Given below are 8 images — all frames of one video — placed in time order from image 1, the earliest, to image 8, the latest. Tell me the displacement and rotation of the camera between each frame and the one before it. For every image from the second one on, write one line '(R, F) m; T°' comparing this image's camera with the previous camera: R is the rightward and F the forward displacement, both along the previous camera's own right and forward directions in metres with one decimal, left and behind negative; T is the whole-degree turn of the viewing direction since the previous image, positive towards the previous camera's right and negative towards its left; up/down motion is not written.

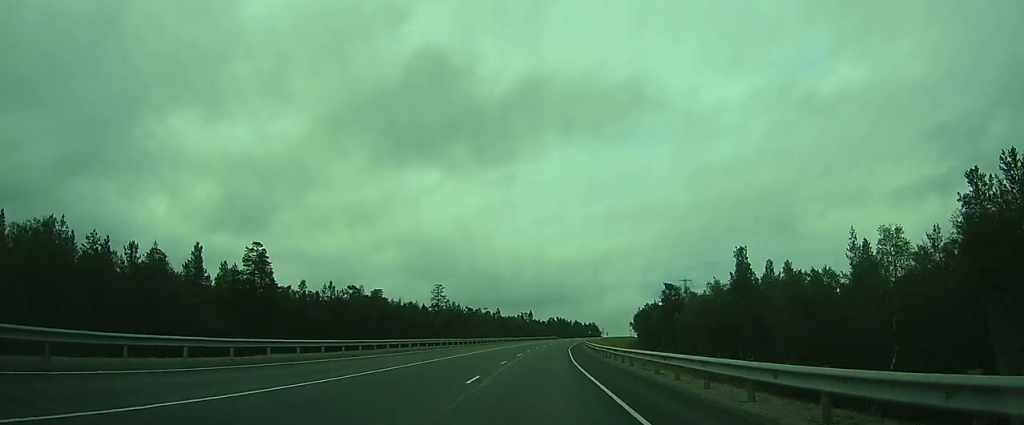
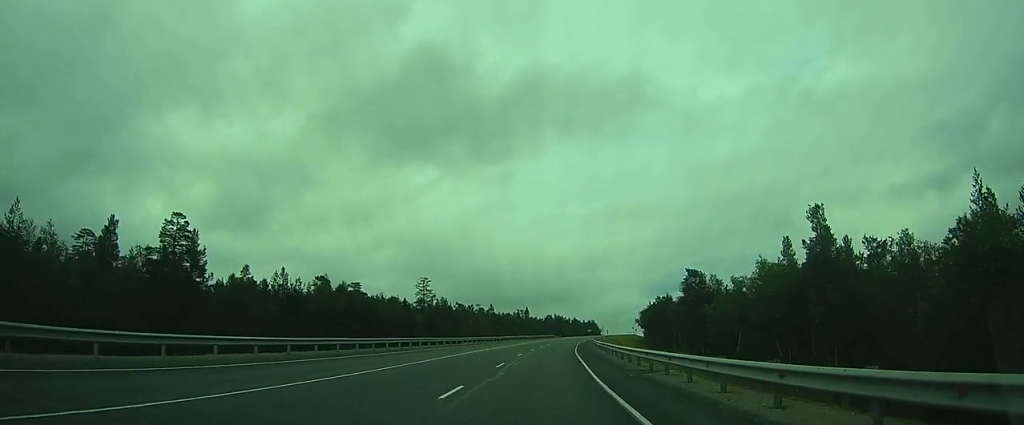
(0.0, +17.7) m; 0°
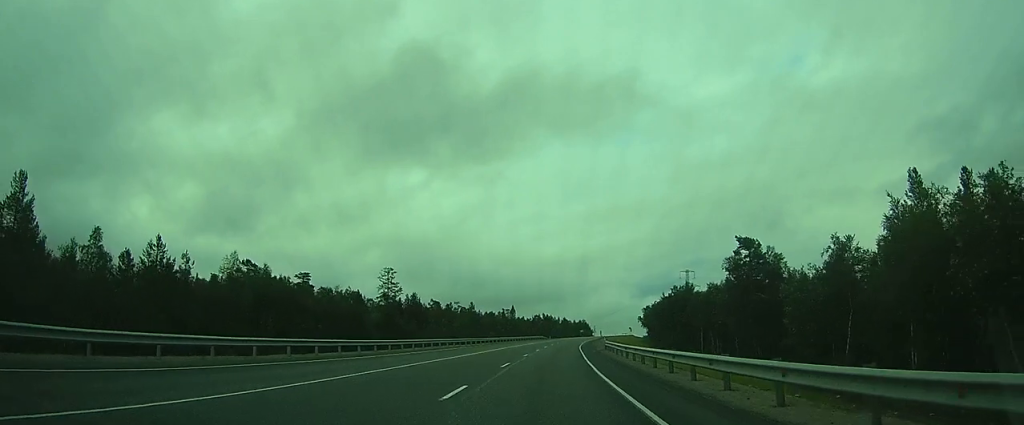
(+0.3, +28.4) m; +1°
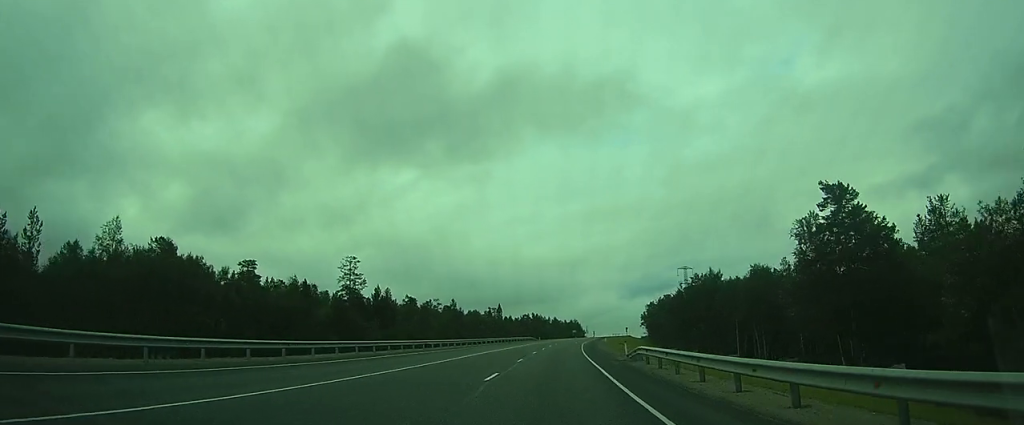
(+0.2, +22.4) m; +1°
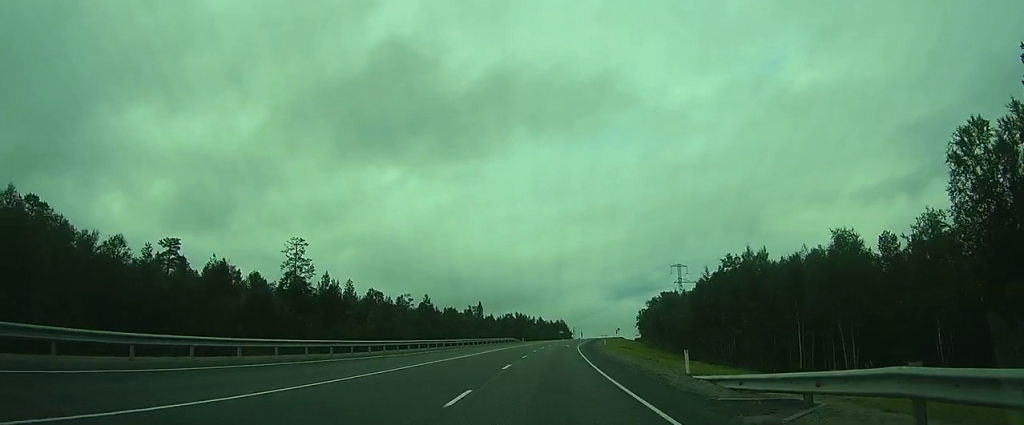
(+0.2, +20.2) m; 0°
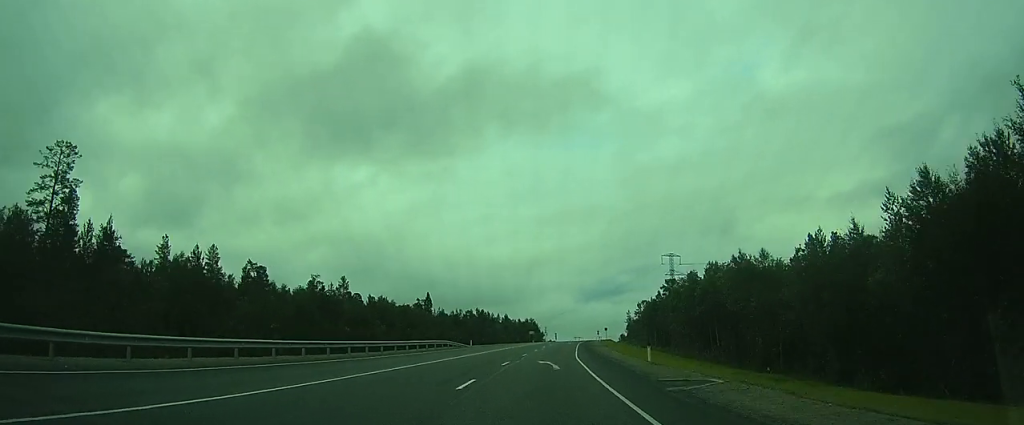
(+0.6, +43.5) m; +2°
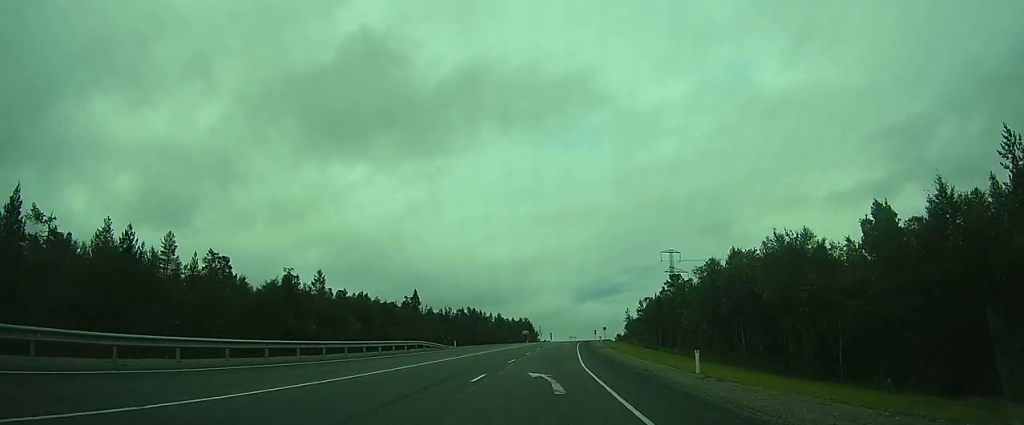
(+0.1, +9.9) m; +1°
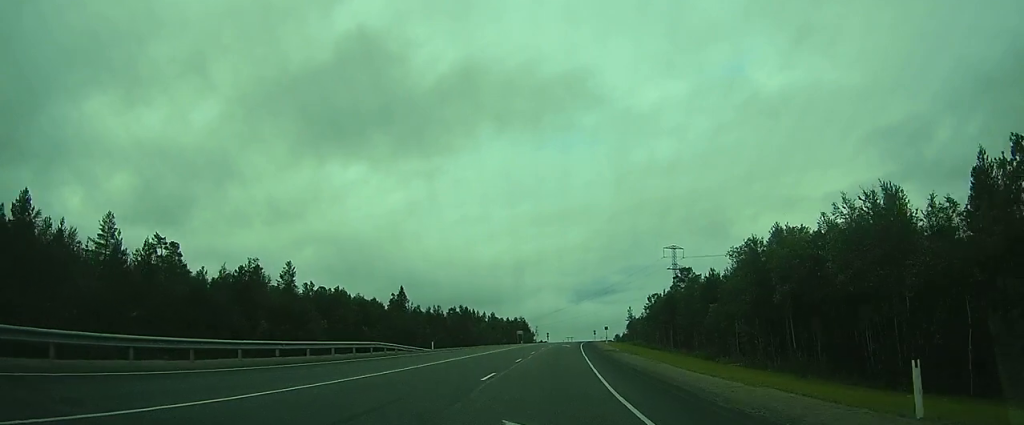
(+0.1, +13.8) m; +1°
